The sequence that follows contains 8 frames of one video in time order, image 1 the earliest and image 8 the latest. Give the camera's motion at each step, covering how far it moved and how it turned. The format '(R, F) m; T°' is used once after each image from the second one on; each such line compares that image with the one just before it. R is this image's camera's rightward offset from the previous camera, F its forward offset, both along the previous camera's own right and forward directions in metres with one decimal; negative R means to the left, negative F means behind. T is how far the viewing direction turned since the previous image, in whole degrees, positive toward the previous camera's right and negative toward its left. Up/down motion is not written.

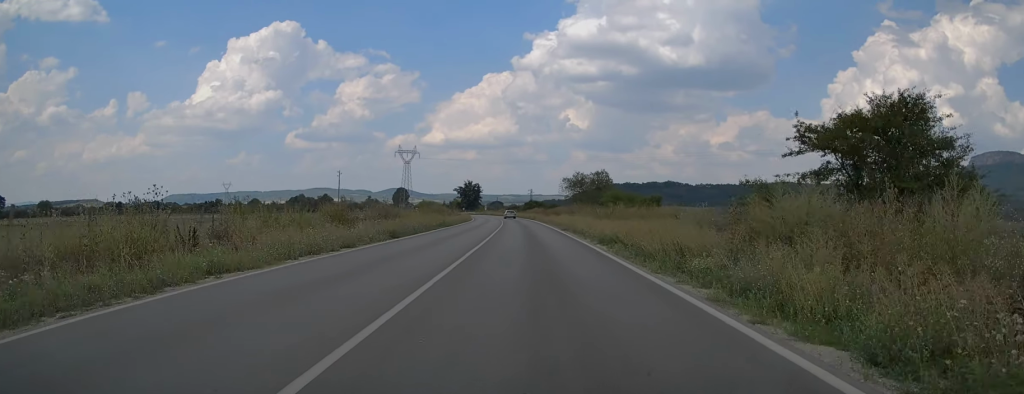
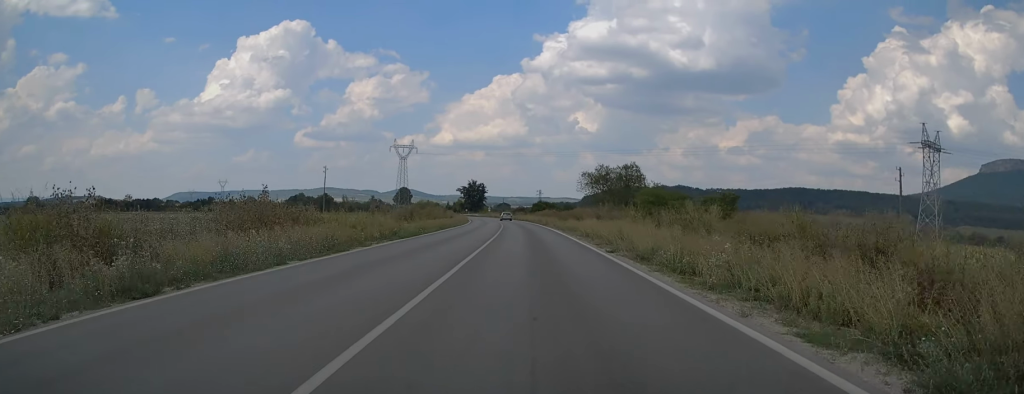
(-0.1, +20.1) m; 0°
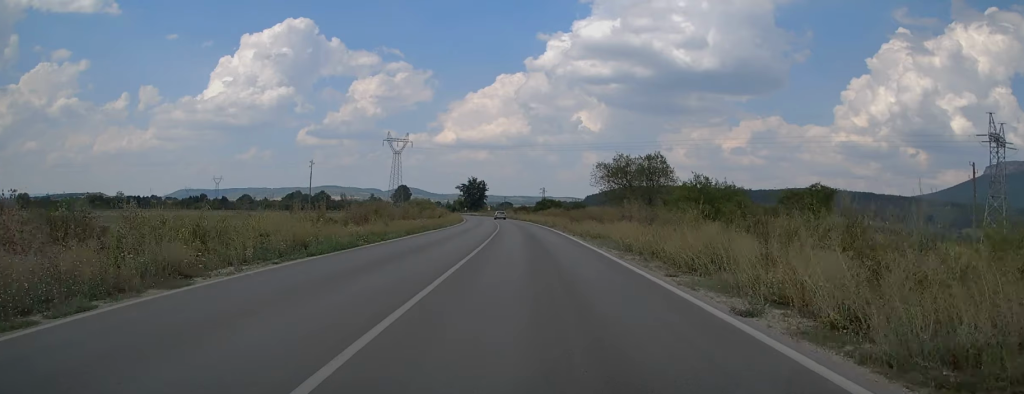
(0.0, +12.6) m; 0°
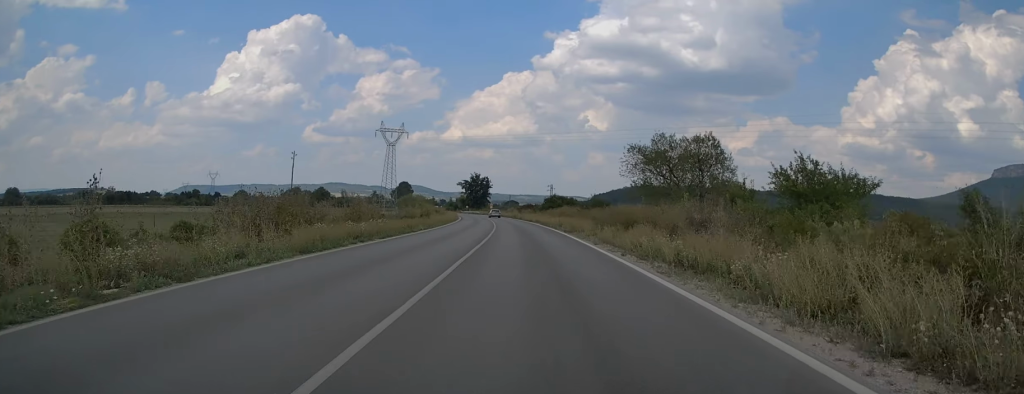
(0.0, +15.7) m; -1°
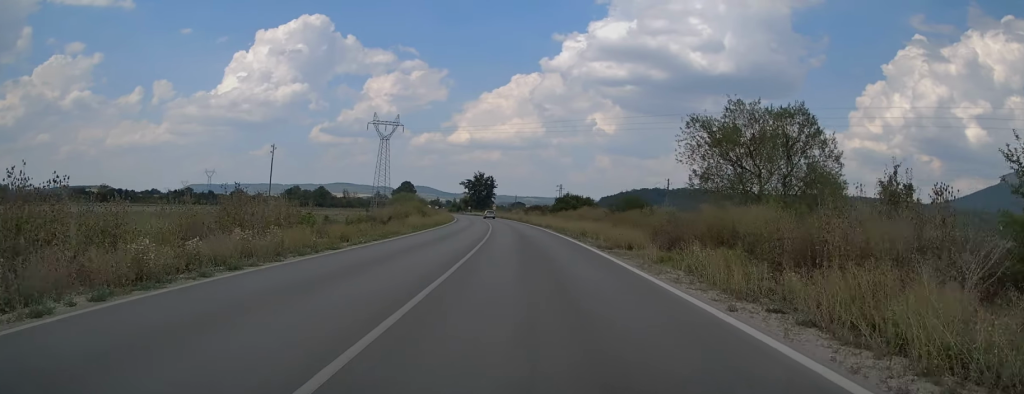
(-0.2, +15.0) m; -1°
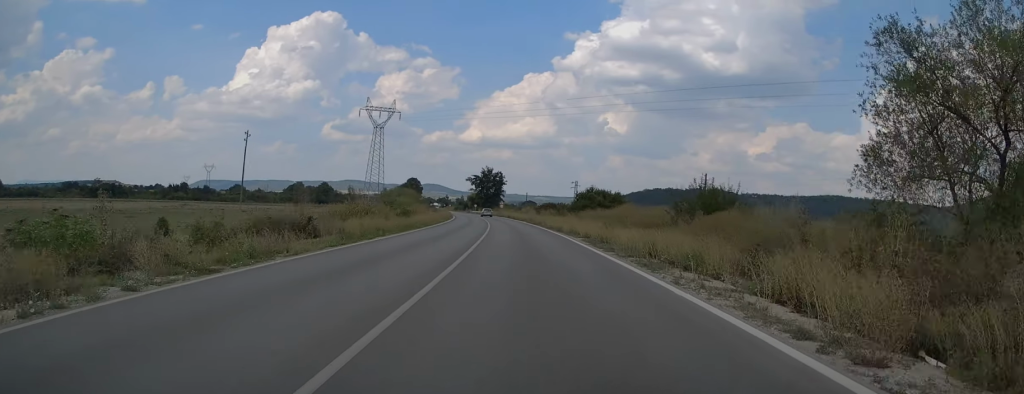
(0.0, +16.7) m; -1°
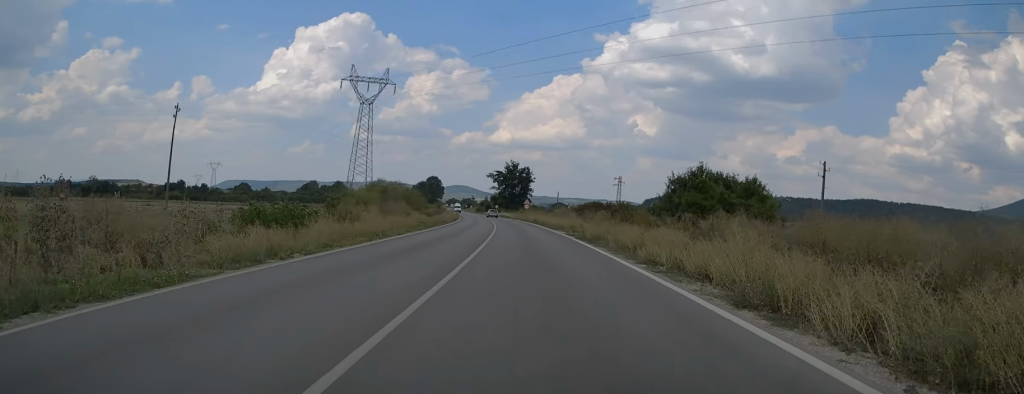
(-0.4, +30.5) m; -2°
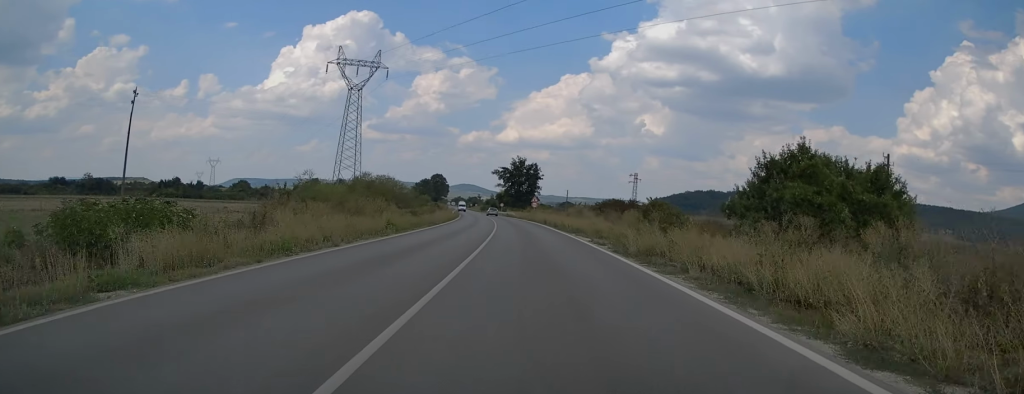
(-0.1, +10.7) m; -1°
